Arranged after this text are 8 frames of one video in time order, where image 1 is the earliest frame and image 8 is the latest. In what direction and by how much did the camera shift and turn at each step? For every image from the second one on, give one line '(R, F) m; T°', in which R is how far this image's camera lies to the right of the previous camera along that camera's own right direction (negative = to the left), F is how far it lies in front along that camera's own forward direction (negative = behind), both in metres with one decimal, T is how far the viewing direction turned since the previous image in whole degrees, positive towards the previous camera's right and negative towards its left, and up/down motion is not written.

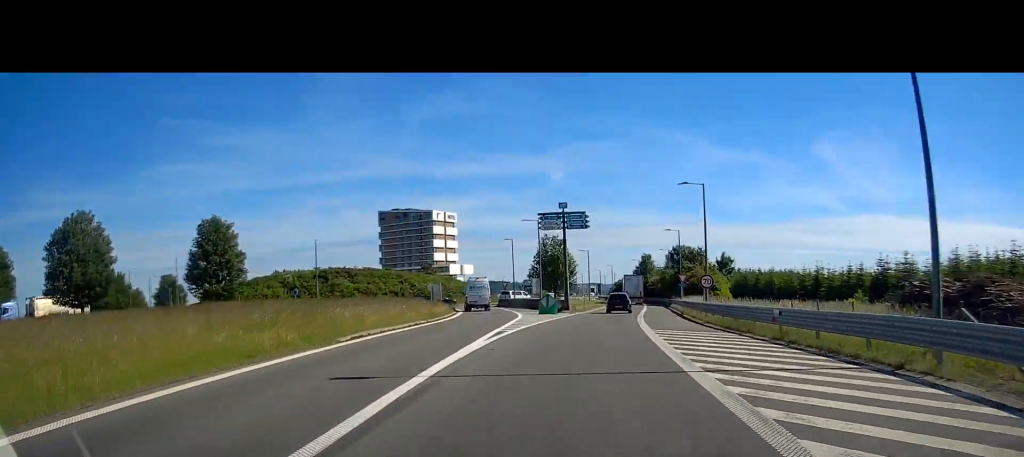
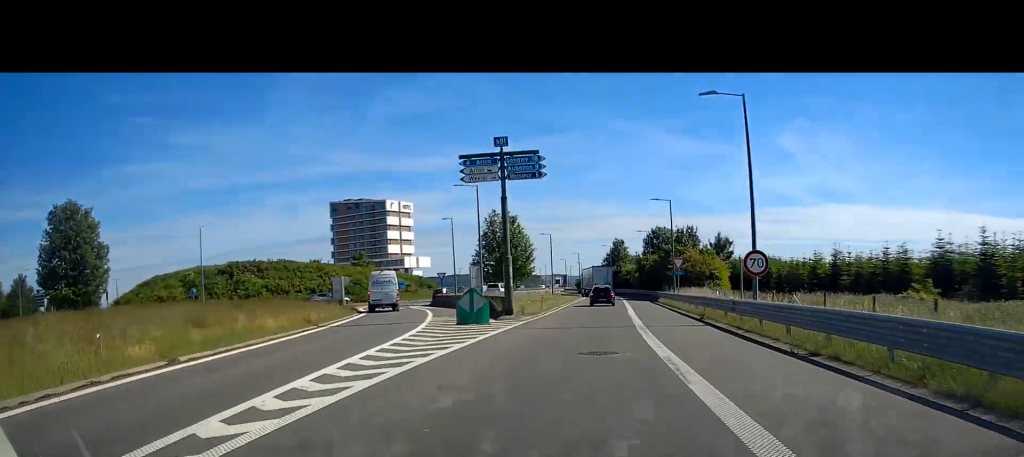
(0.0, +17.8) m; 0°
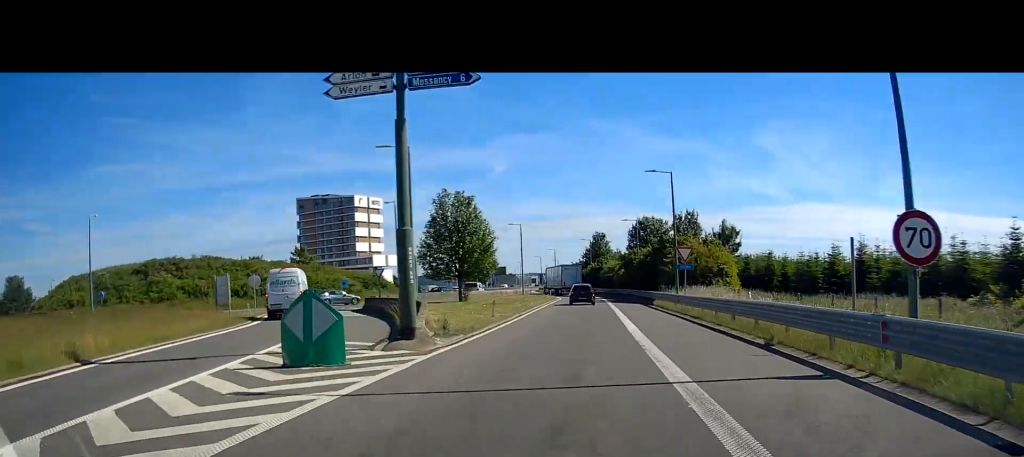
(0.0, +12.6) m; 0°
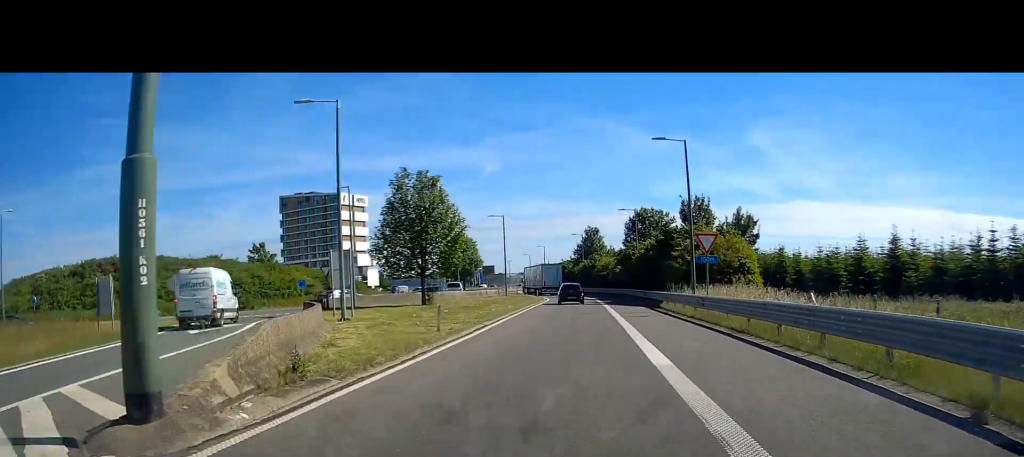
(0.0, +8.6) m; 0°
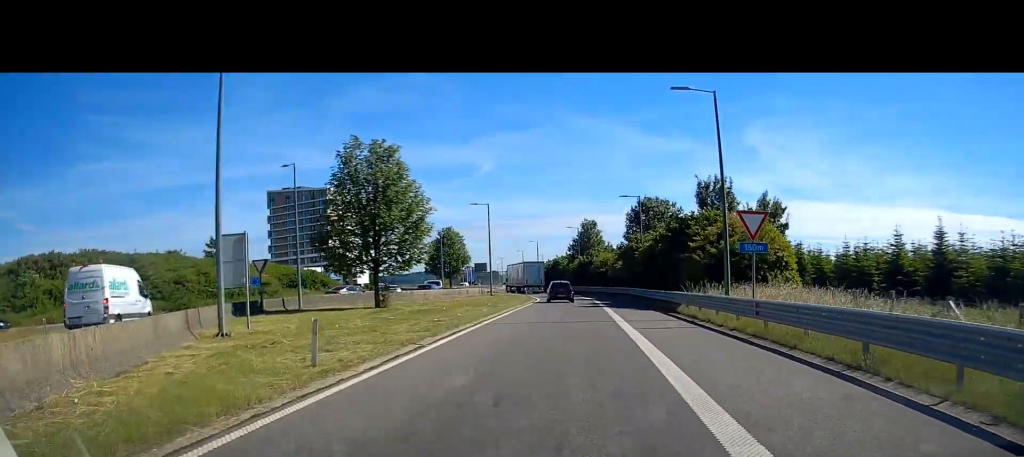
(0.0, +8.0) m; 0°
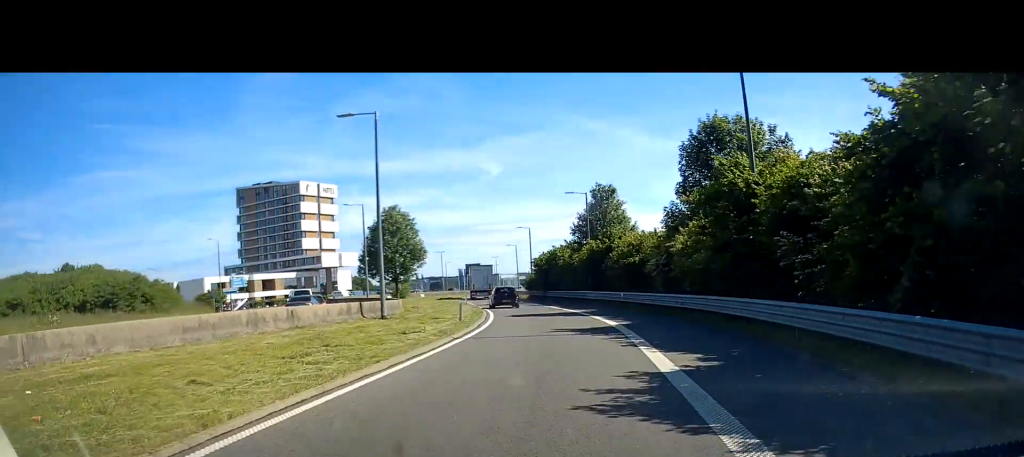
(0.0, +33.0) m; -1°
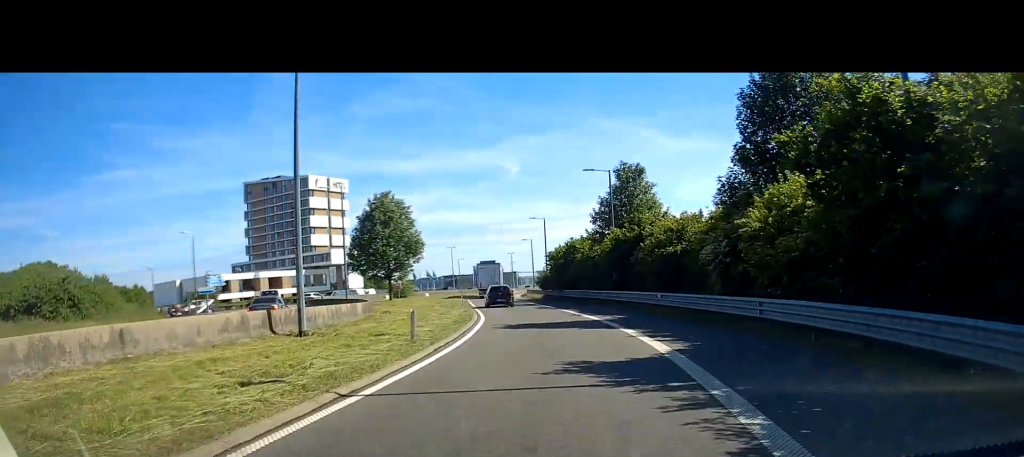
(0.0, +9.1) m; -1°
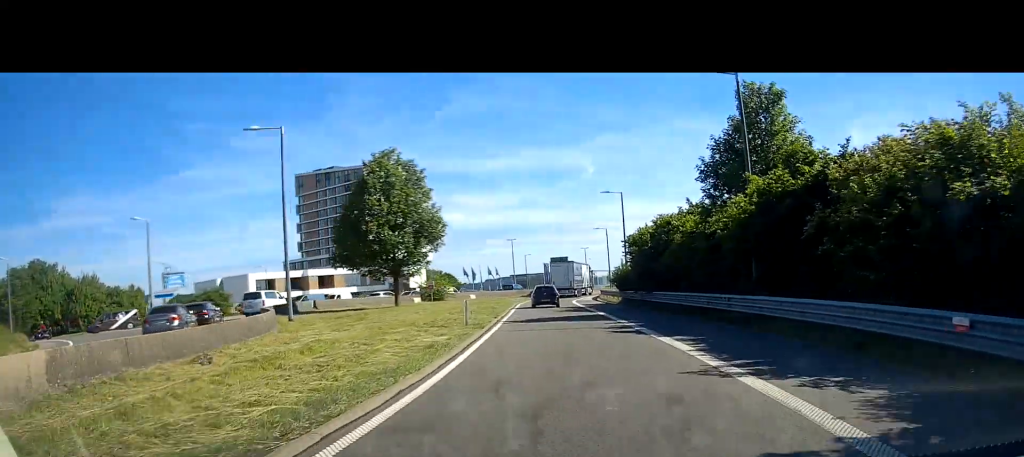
(-0.7, +18.6) m; -5°
